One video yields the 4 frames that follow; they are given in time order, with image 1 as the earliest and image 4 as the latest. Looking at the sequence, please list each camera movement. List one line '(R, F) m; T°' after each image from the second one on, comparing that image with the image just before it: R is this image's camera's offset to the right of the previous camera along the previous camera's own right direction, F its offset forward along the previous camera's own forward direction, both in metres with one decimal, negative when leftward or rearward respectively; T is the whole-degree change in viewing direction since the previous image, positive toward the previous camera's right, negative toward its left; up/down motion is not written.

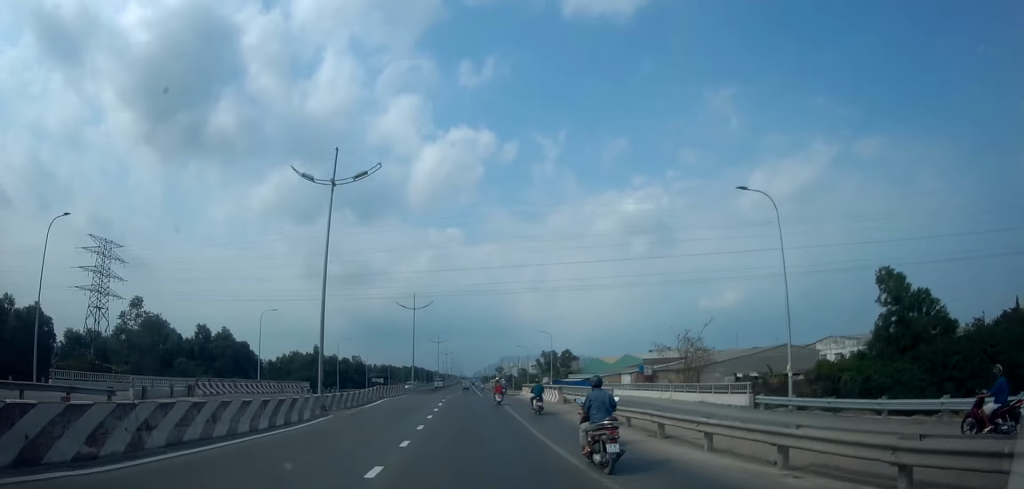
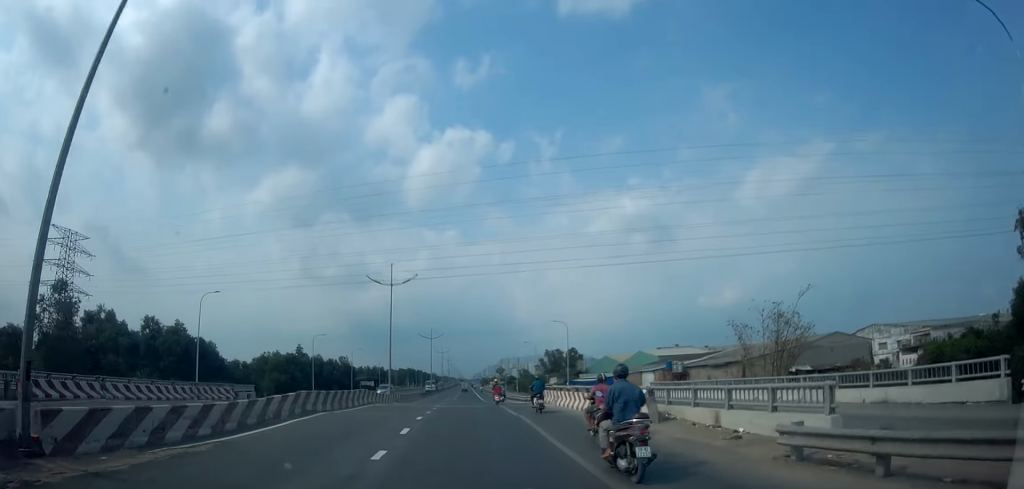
(-0.4, +15.1) m; 0°
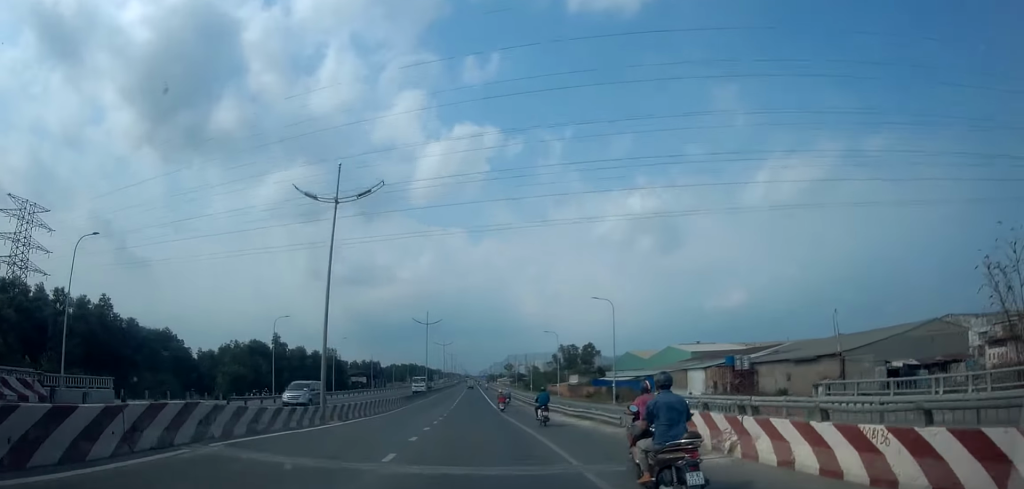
(+0.5, +19.7) m; 0°
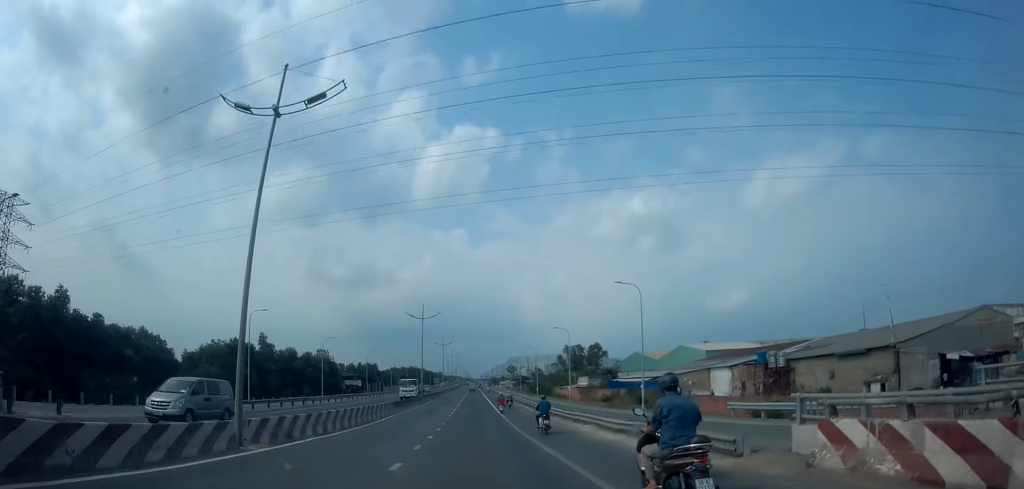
(-0.5, +7.8) m; 0°
